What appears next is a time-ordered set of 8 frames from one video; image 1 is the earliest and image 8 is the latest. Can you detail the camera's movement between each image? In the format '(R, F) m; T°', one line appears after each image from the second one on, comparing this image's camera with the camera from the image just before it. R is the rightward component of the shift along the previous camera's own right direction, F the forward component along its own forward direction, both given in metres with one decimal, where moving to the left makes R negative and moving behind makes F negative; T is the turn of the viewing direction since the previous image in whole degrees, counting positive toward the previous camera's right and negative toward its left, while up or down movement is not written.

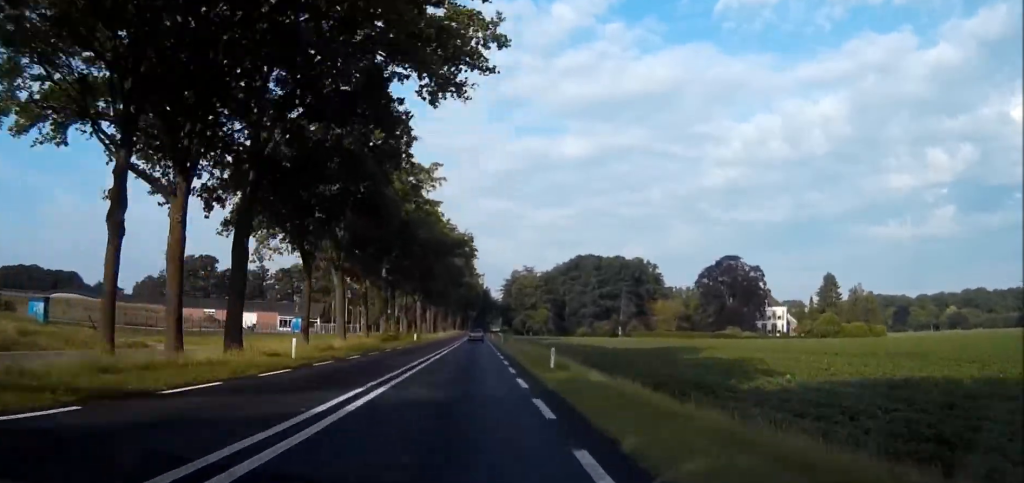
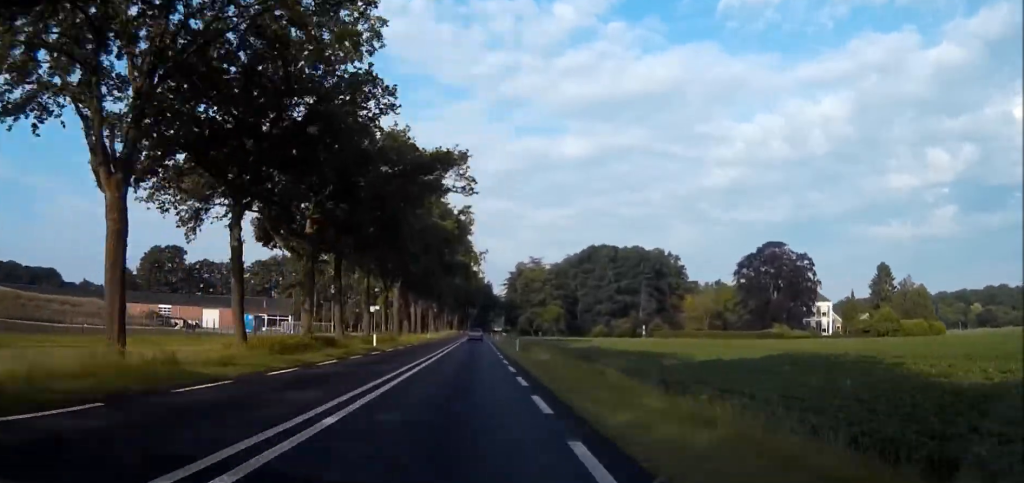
(-0.1, +29.4) m; 0°
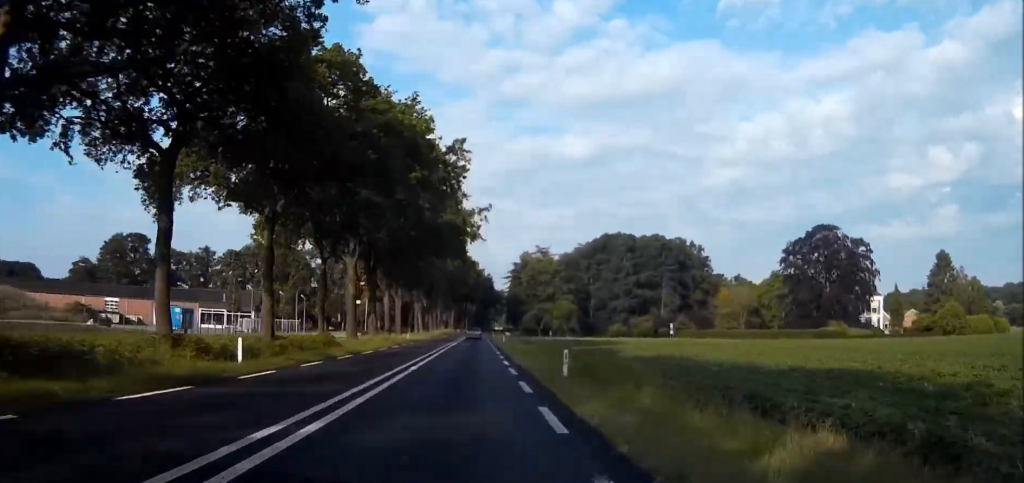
(-0.1, +26.3) m; 0°
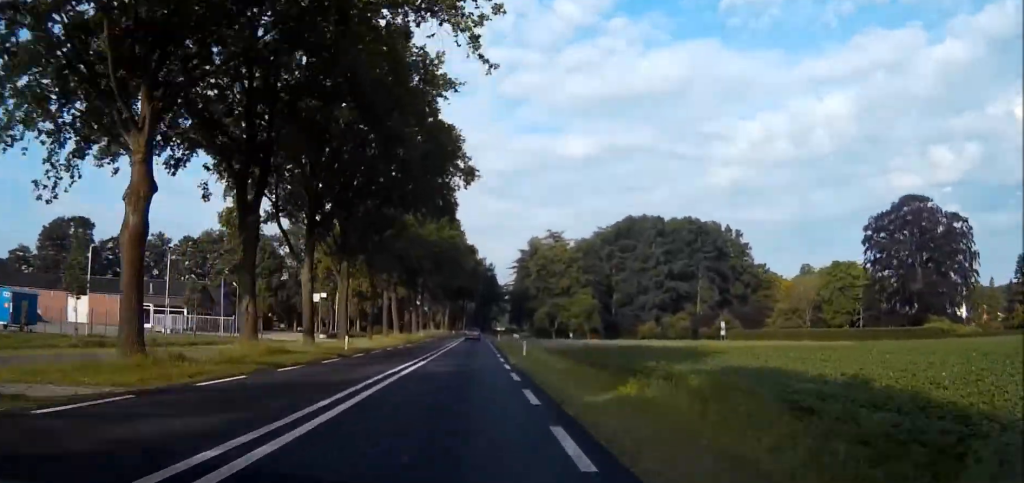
(-0.1, +32.5) m; 0°
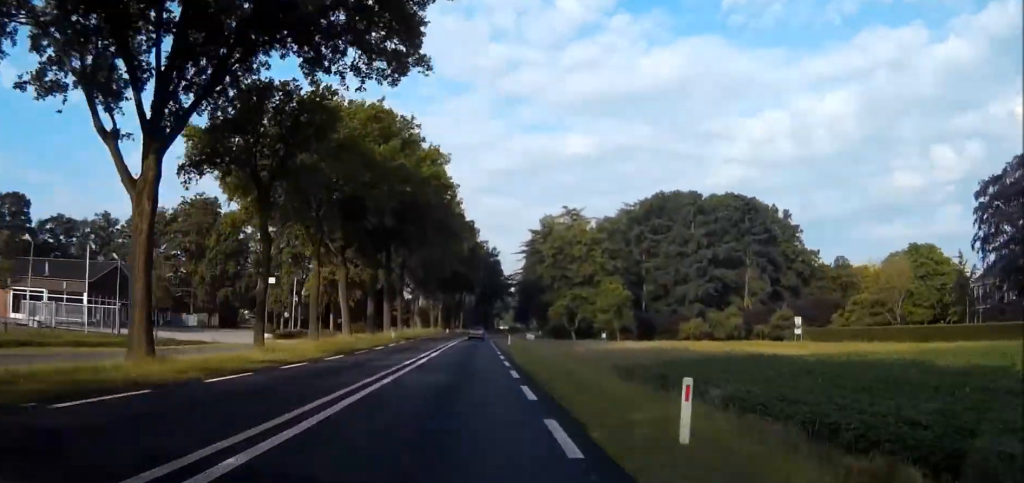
(0.0, +29.2) m; 0°
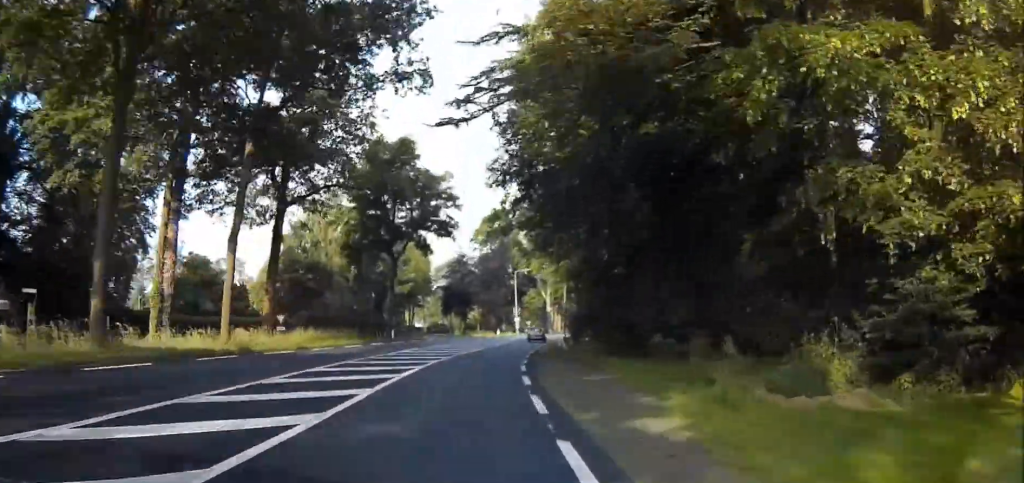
(+5.1, +107.2) m; +9°
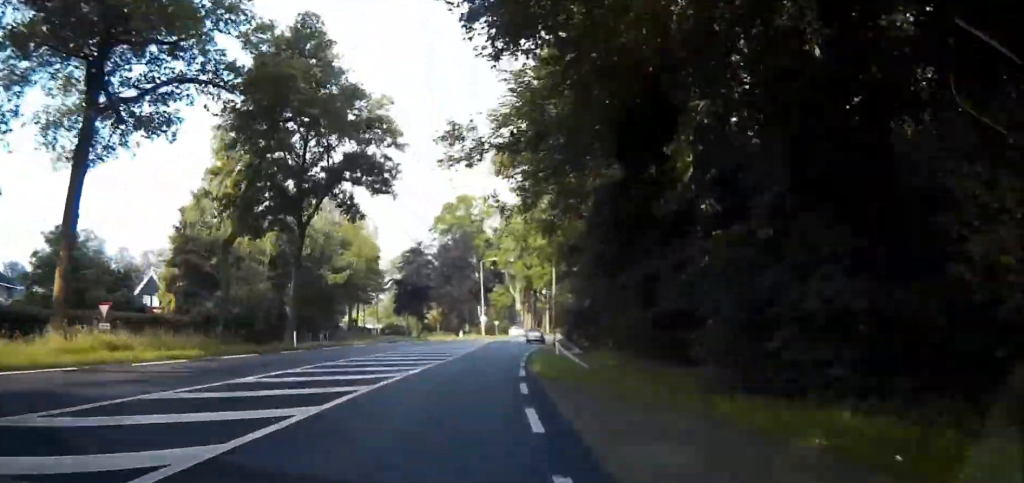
(+0.7, +19.5) m; +4°
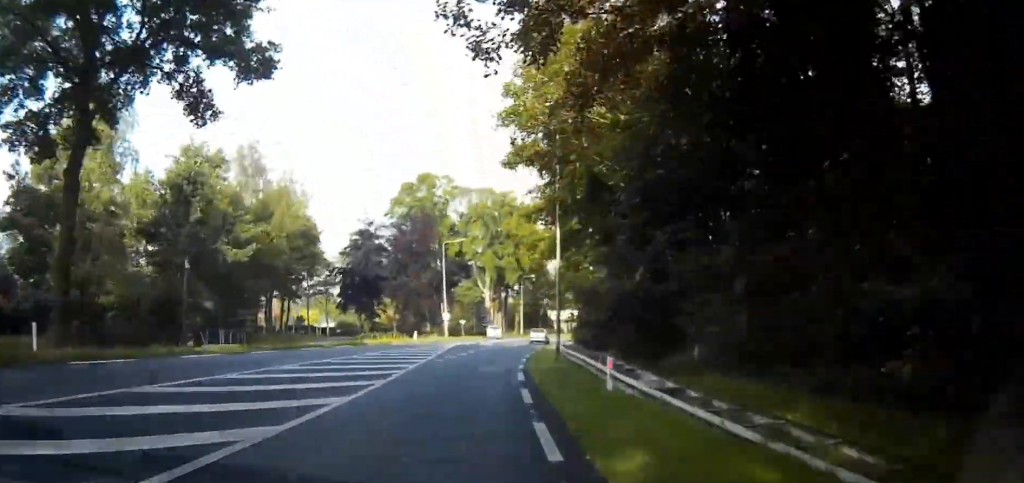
(-0.5, +19.4) m; +4°
